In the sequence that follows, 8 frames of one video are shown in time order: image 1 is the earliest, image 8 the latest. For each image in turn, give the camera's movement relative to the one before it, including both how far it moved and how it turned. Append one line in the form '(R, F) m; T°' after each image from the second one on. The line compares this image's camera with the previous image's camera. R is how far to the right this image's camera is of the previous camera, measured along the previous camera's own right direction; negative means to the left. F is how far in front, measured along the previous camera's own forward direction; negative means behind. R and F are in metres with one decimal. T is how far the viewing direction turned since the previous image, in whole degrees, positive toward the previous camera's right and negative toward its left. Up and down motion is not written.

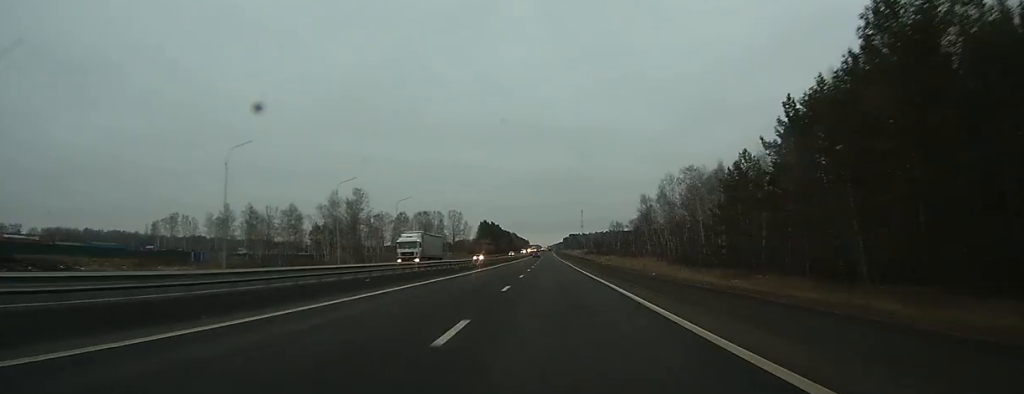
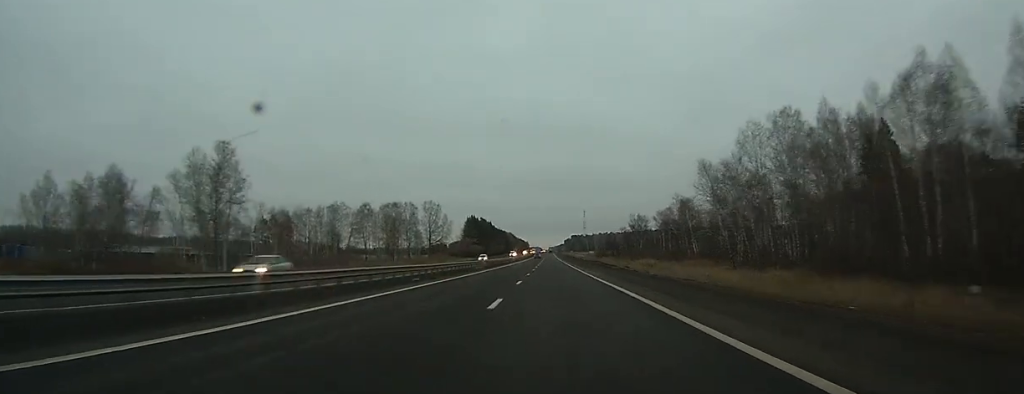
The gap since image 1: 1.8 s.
(-0.1, +54.3) m; 0°
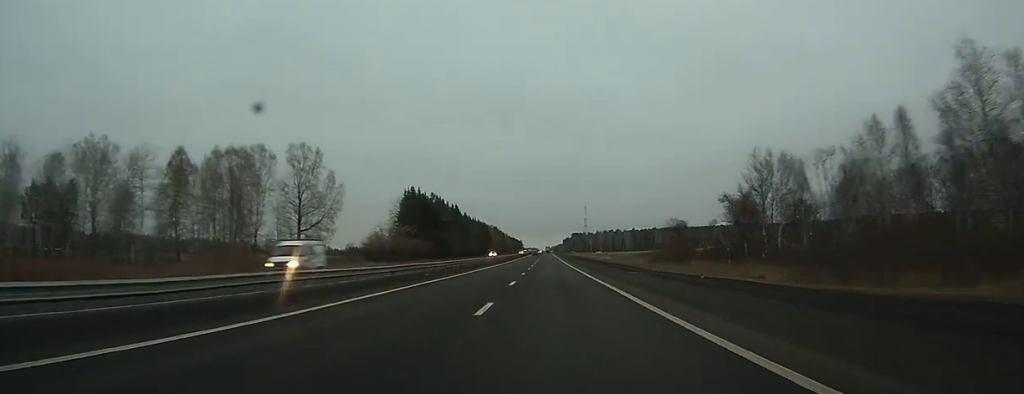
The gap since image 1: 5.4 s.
(+0.2, +109.5) m; 0°
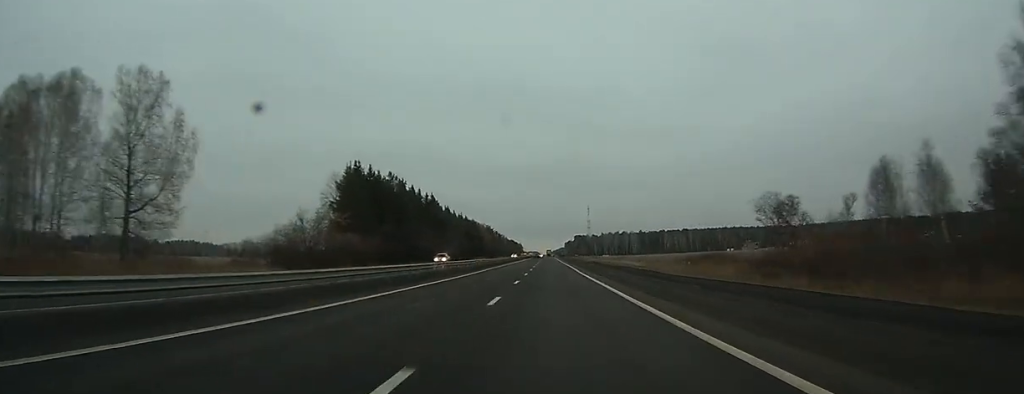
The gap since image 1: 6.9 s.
(+0.1, +45.1) m; 0°
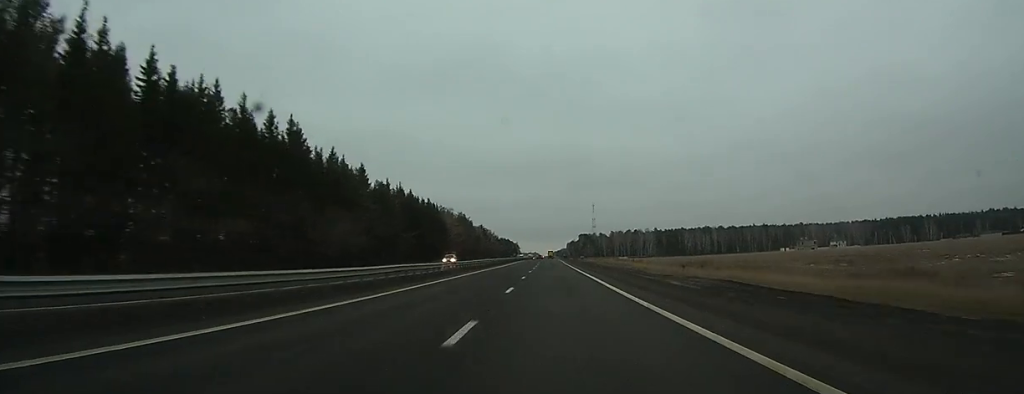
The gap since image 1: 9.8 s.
(+0.4, +91.0) m; 0°
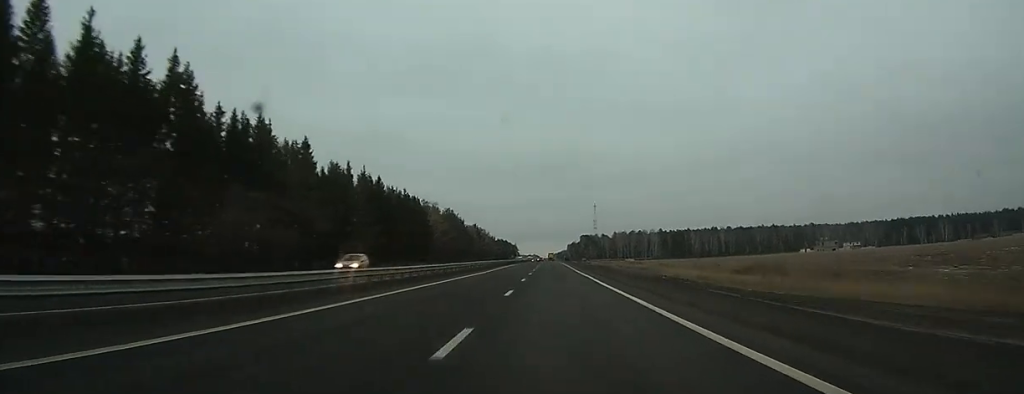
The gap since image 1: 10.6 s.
(+0.1, +25.0) m; 0°
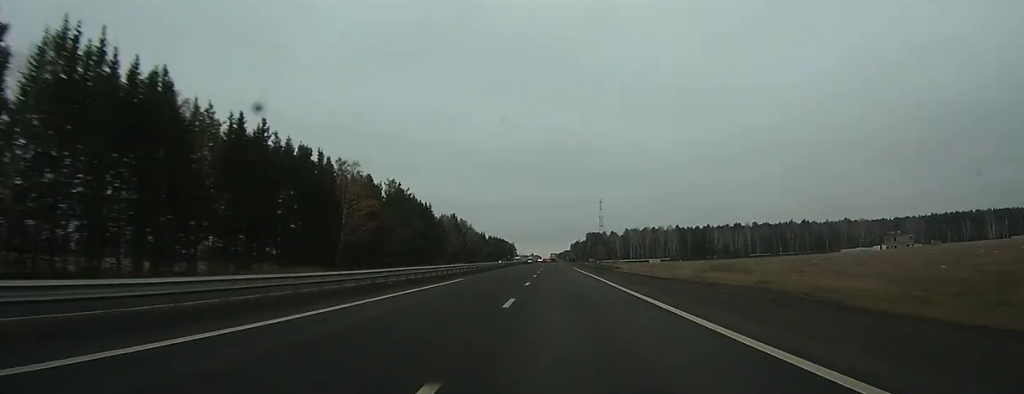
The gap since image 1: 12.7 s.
(-0.2, +64.5) m; 0°
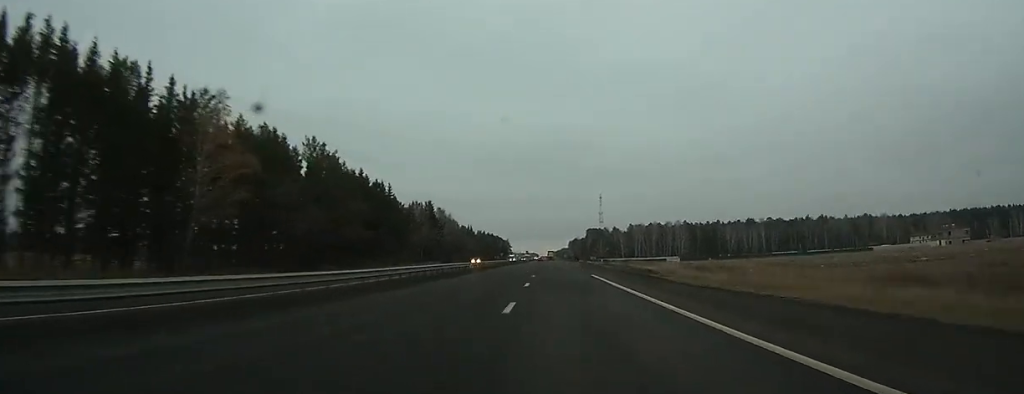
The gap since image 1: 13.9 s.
(0.0, +37.3) m; 0°
